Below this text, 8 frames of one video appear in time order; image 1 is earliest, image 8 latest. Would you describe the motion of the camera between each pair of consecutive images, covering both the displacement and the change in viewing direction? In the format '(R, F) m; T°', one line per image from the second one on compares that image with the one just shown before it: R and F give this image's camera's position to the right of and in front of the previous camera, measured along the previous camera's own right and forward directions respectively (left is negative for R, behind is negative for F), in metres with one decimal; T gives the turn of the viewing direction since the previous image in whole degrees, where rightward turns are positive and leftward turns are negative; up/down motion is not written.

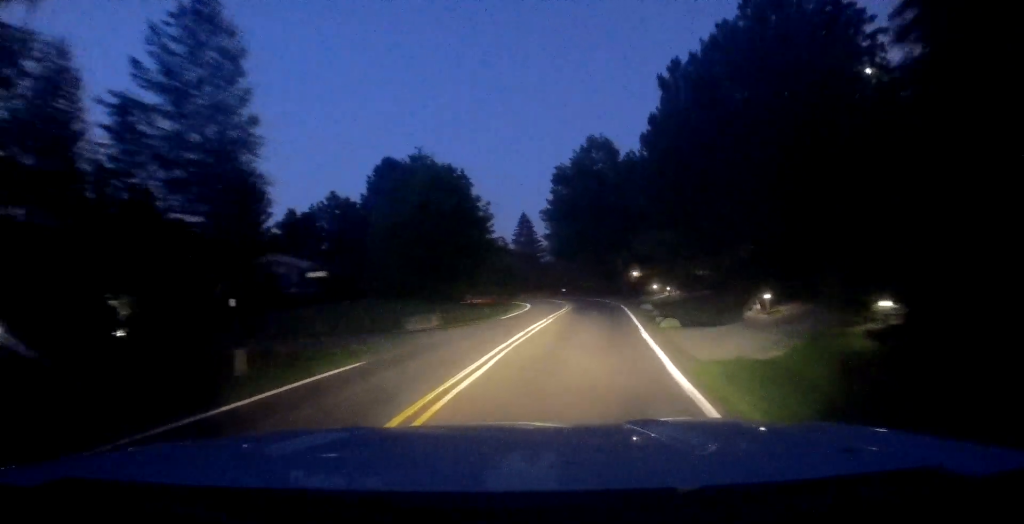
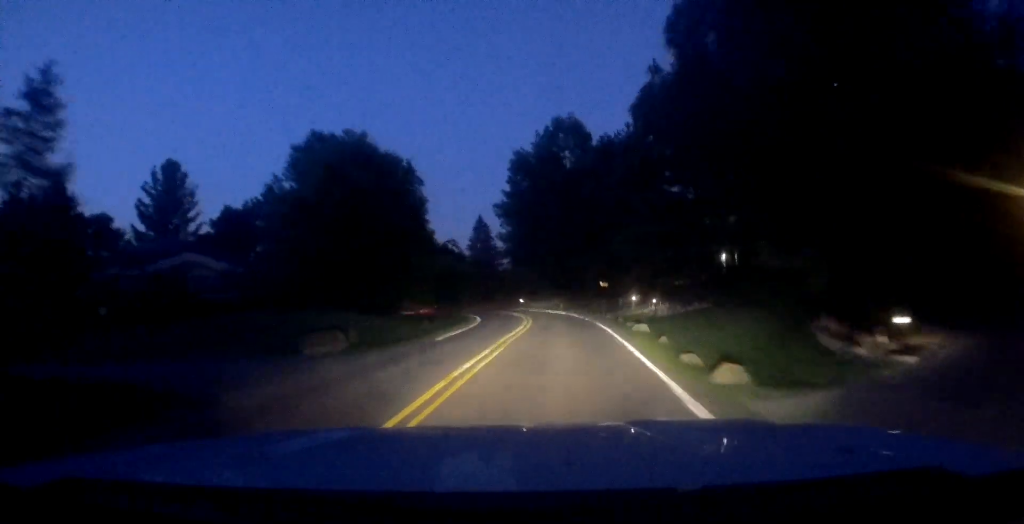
(+0.2, +9.3) m; +3°
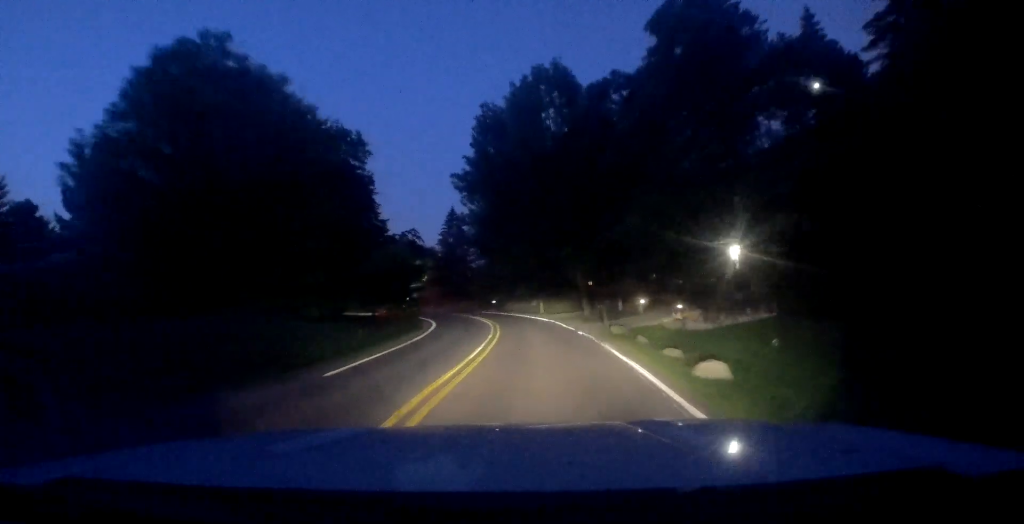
(+0.4, +11.2) m; +2°
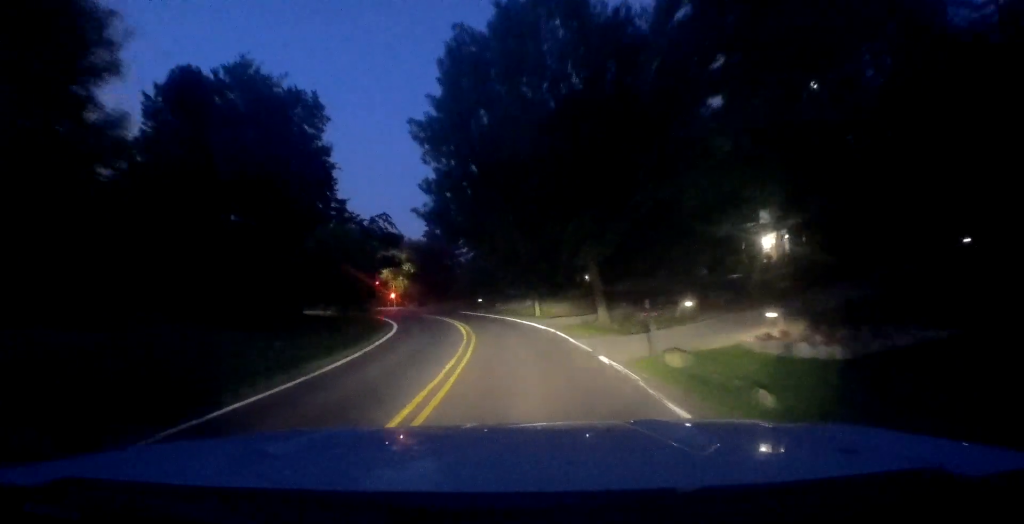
(0.0, +10.1) m; -1°
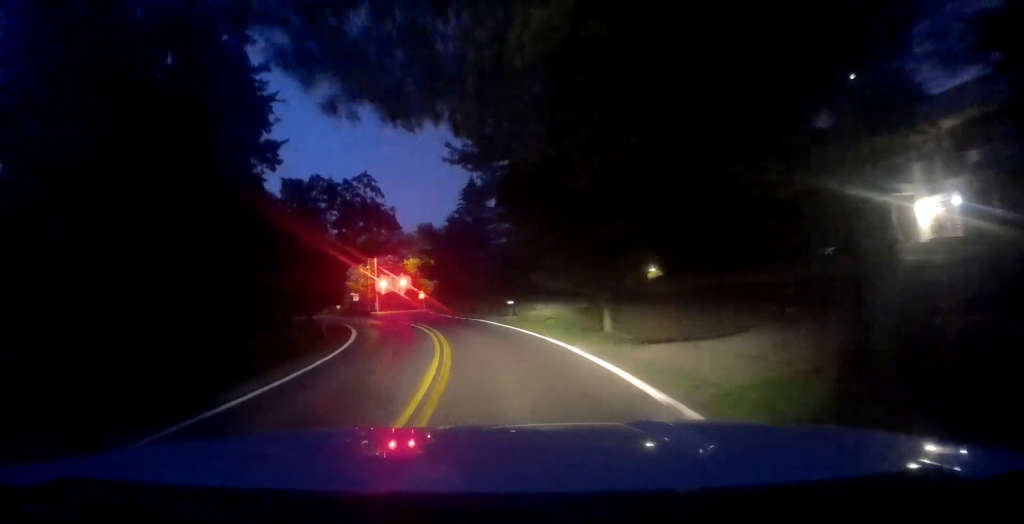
(-0.5, +18.6) m; -3°
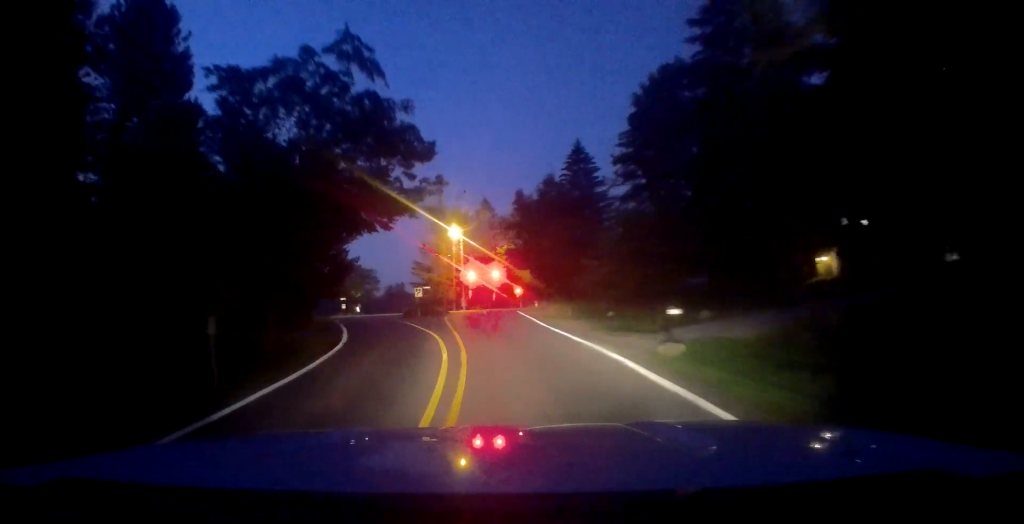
(-0.7, +19.6) m; -7°
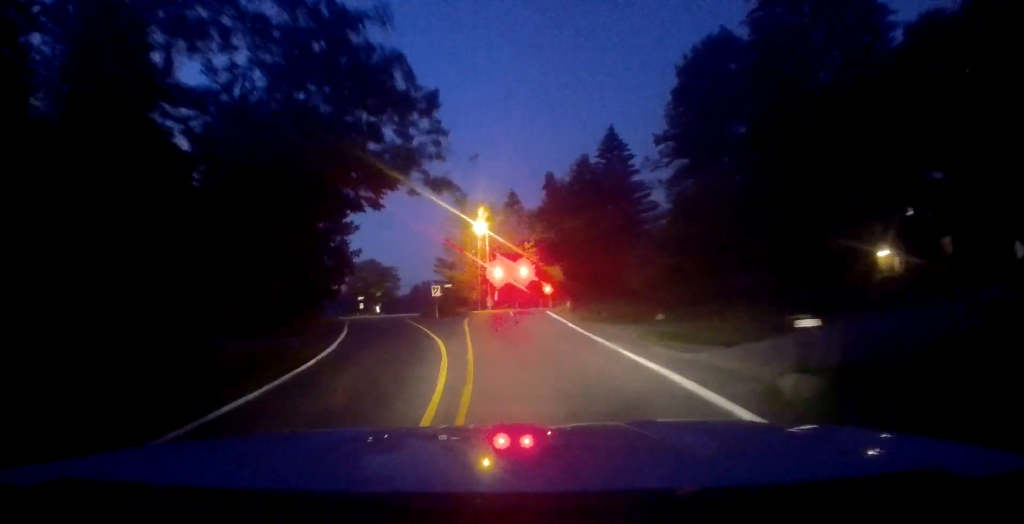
(0.0, +5.7) m; -4°
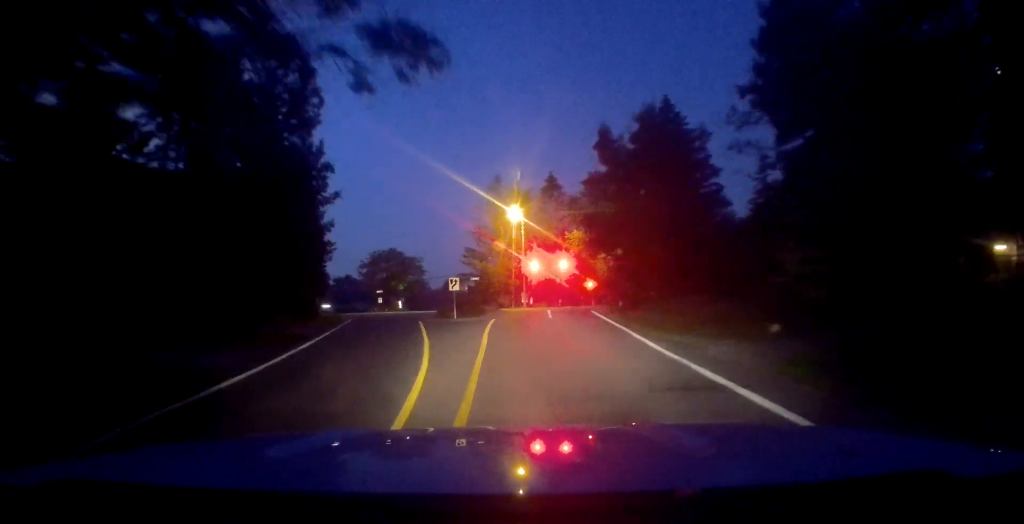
(-0.8, +9.8) m; -3°
